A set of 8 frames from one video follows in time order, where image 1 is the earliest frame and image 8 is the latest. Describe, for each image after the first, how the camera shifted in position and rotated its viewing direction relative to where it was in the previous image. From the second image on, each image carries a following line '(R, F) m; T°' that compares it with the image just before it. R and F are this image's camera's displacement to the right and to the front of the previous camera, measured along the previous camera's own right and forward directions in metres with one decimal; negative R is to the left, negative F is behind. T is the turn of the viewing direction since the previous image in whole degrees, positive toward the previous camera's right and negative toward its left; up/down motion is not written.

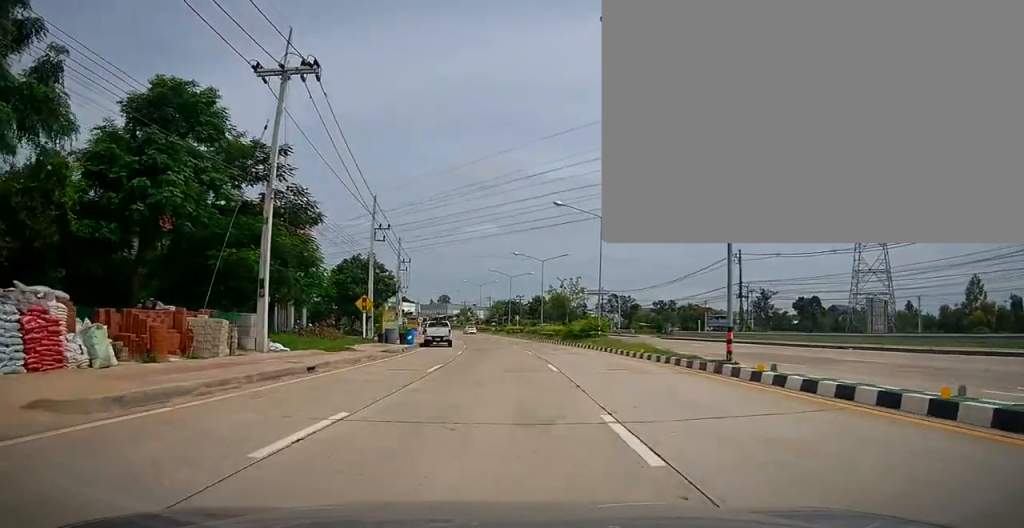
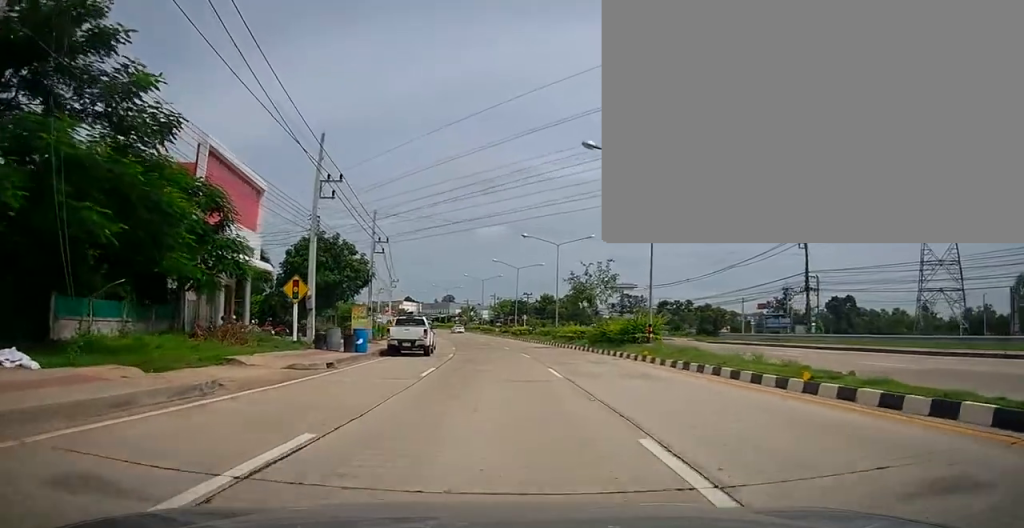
(-0.1, +13.4) m; -1°
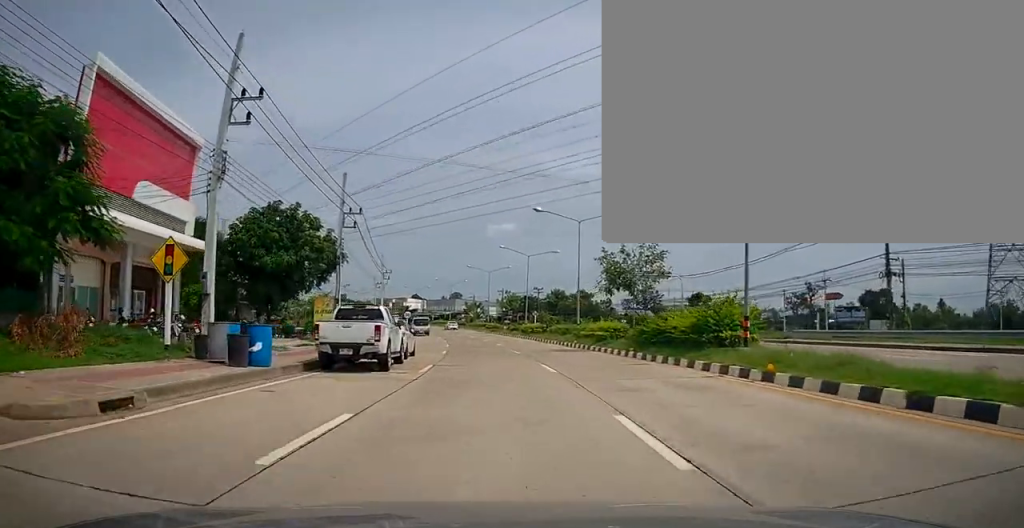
(0.0, +10.3) m; -1°
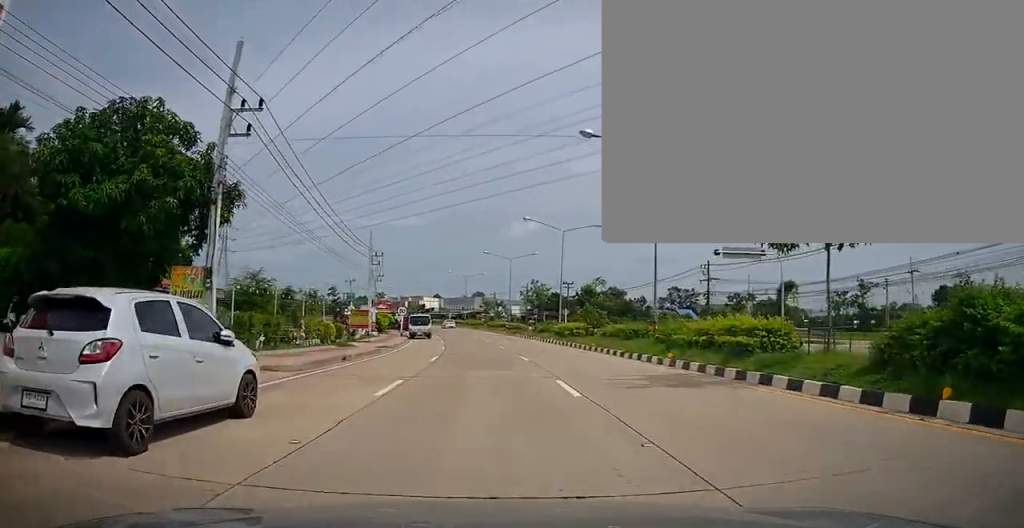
(-0.2, +16.8) m; -1°
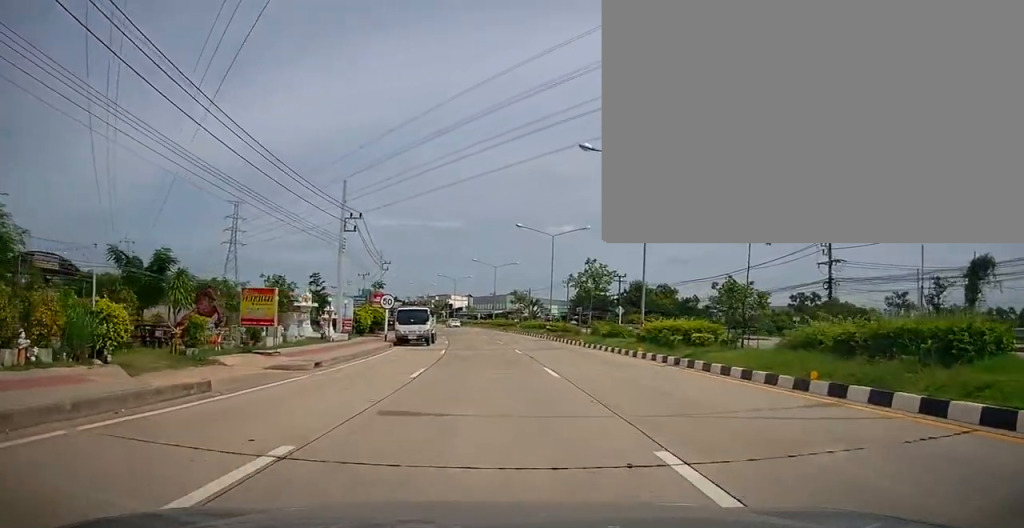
(-0.4, +19.2) m; -5°
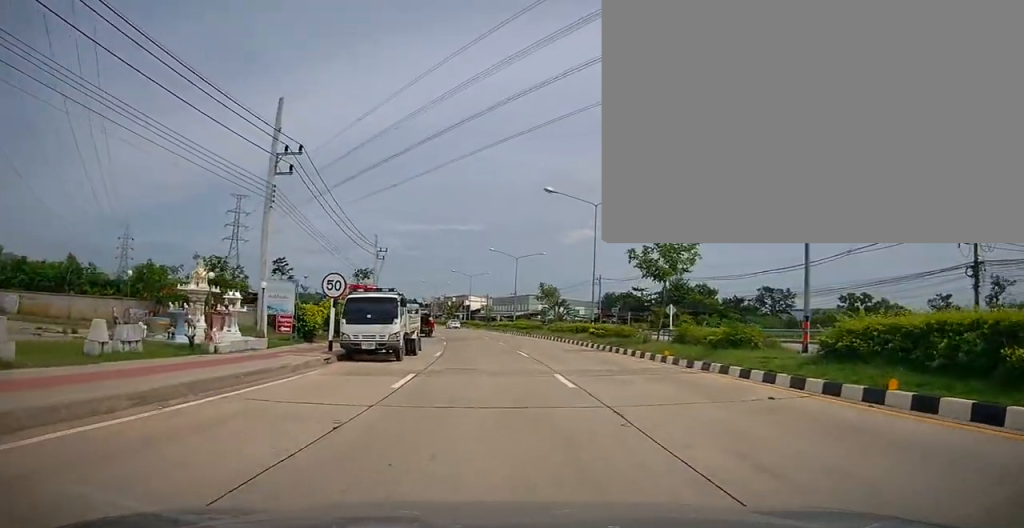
(-0.7, +14.2) m; -1°
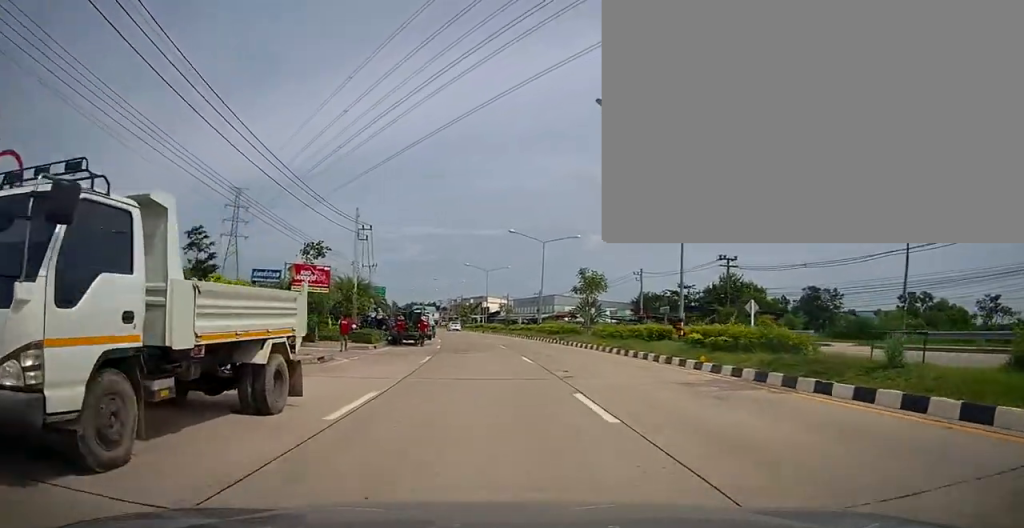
(0.0, +15.4) m; -3°
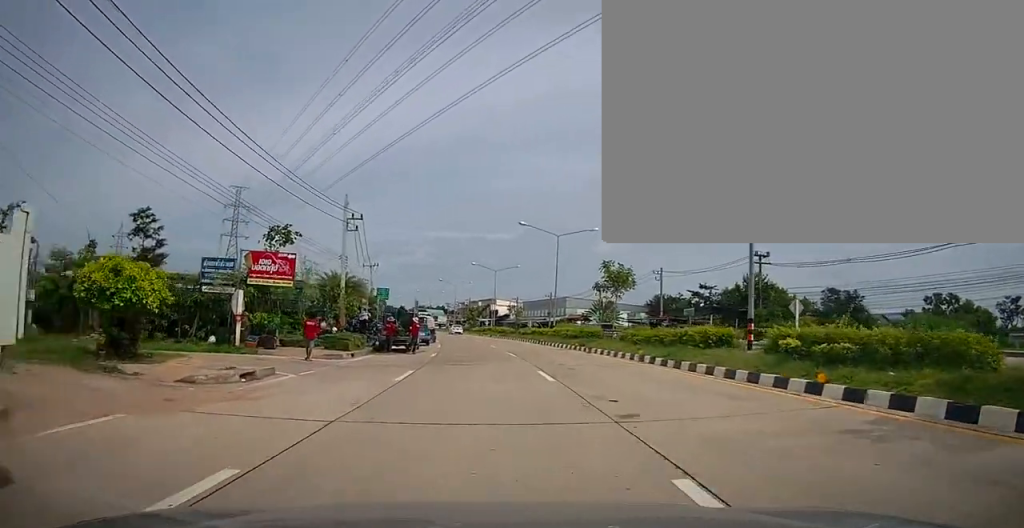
(-0.2, +5.8) m; -2°
